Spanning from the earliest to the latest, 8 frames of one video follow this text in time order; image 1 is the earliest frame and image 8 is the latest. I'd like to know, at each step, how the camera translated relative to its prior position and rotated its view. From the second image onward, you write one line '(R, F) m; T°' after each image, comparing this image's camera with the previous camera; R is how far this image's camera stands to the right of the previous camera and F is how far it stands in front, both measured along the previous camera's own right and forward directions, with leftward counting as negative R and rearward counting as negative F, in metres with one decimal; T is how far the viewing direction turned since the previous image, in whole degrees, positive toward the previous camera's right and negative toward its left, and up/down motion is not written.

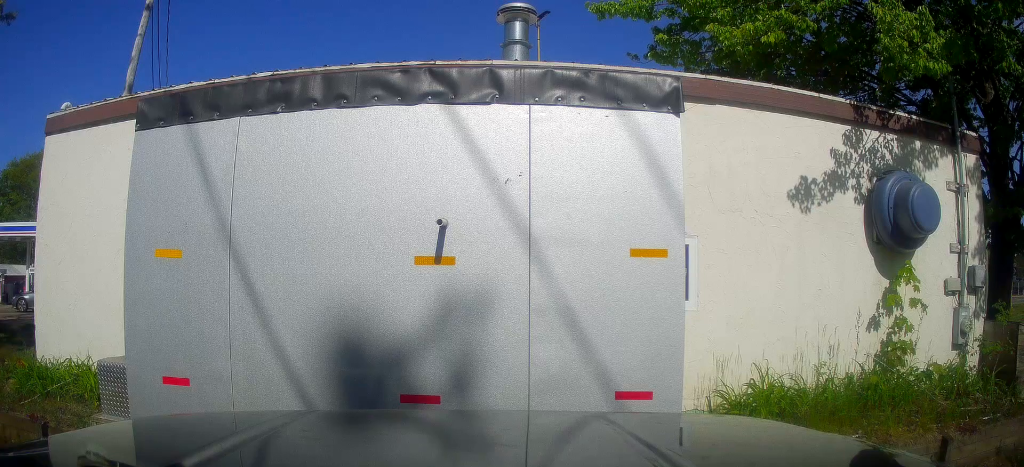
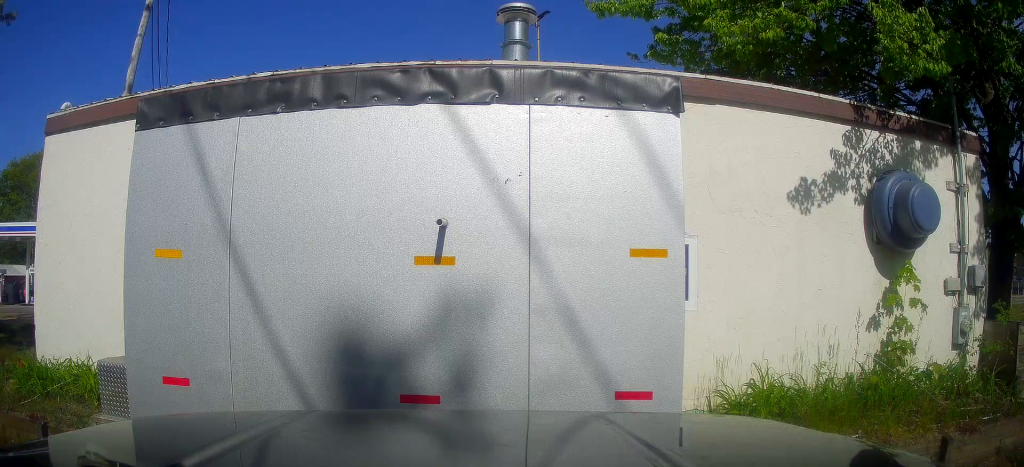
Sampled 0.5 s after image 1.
(0.0, 0.0) m; 0°
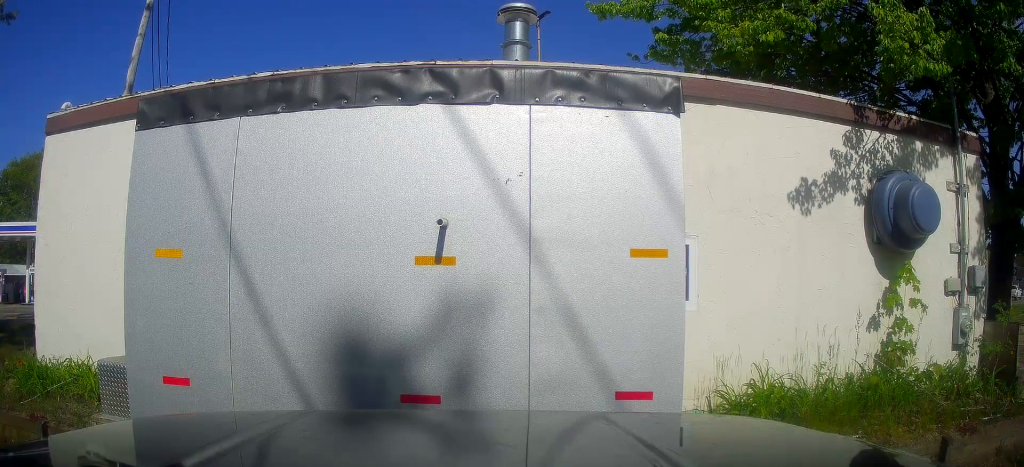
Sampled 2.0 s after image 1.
(0.0, 0.0) m; 0°
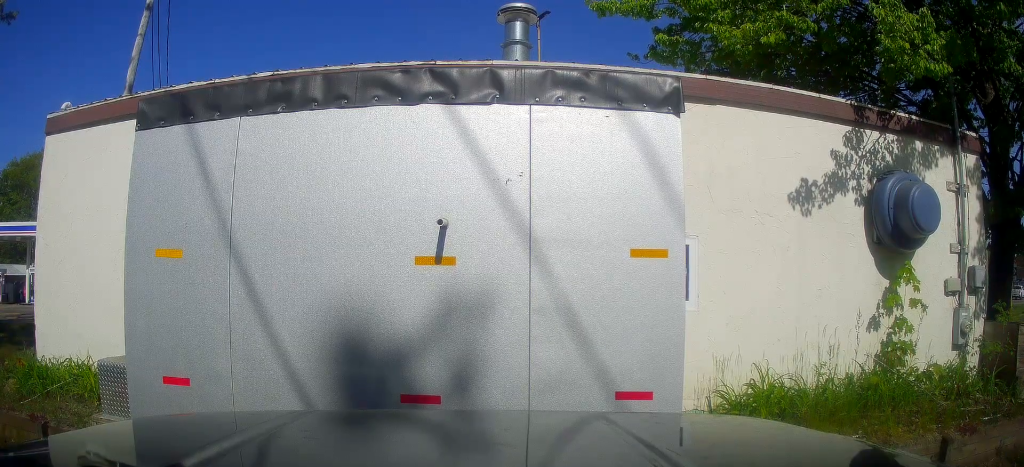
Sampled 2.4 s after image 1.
(0.0, 0.0) m; 0°
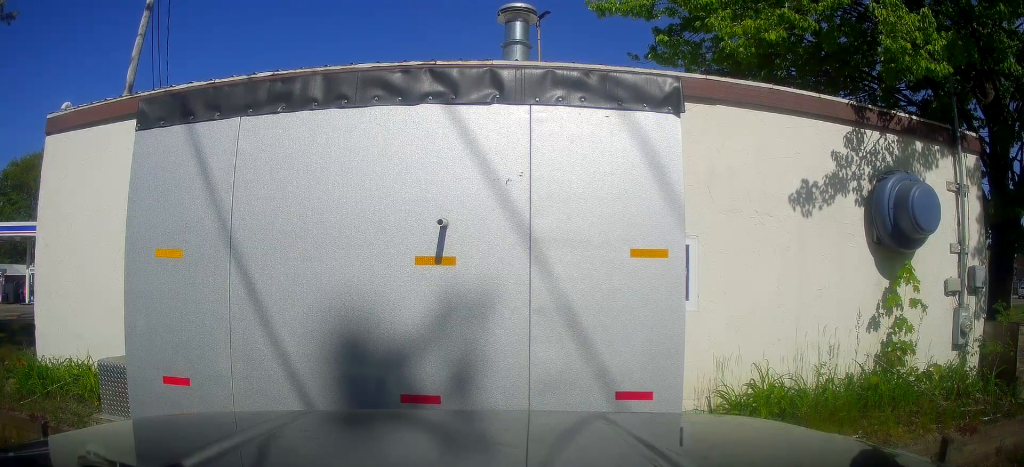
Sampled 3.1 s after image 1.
(0.0, 0.0) m; 0°
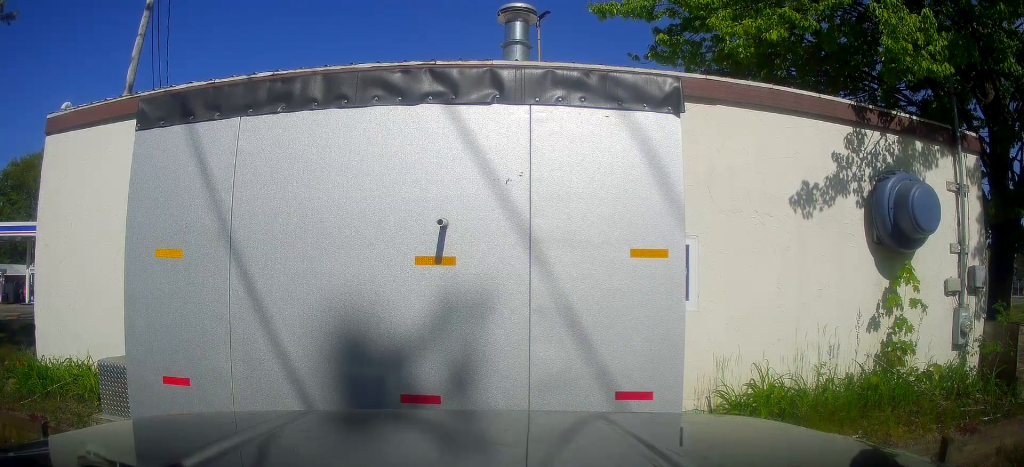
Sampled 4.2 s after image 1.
(0.0, 0.0) m; 0°
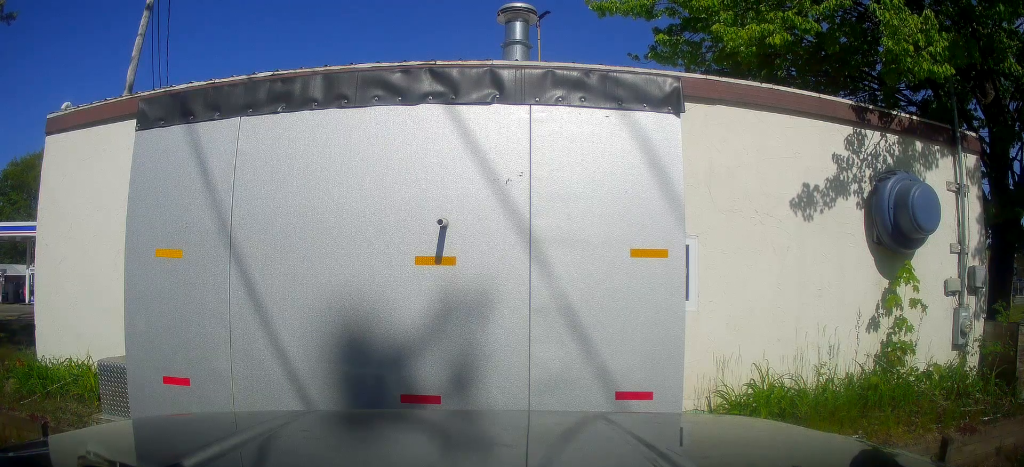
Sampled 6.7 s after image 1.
(0.0, 0.0) m; 0°
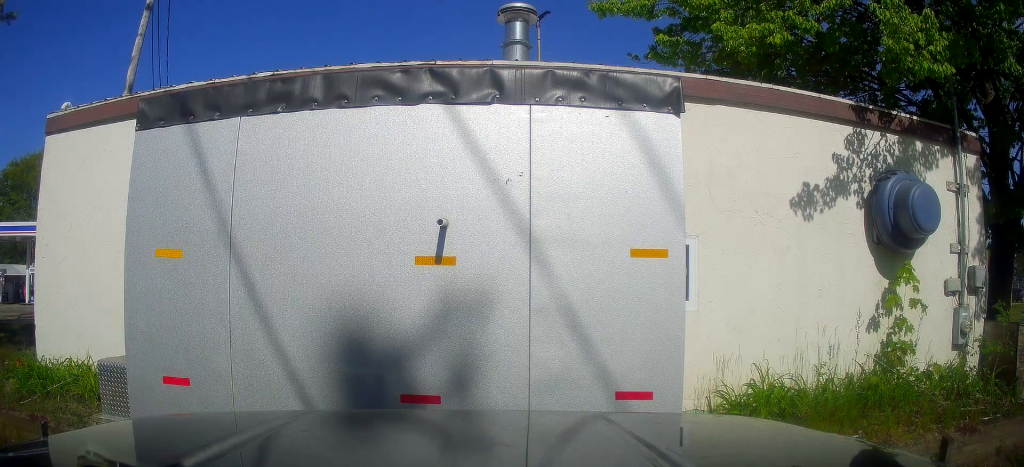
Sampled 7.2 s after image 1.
(0.0, 0.0) m; 0°
